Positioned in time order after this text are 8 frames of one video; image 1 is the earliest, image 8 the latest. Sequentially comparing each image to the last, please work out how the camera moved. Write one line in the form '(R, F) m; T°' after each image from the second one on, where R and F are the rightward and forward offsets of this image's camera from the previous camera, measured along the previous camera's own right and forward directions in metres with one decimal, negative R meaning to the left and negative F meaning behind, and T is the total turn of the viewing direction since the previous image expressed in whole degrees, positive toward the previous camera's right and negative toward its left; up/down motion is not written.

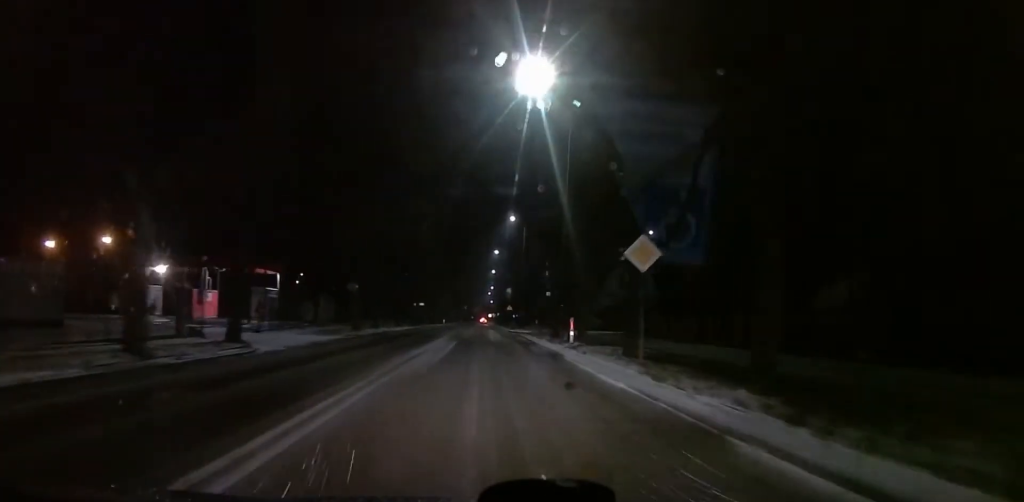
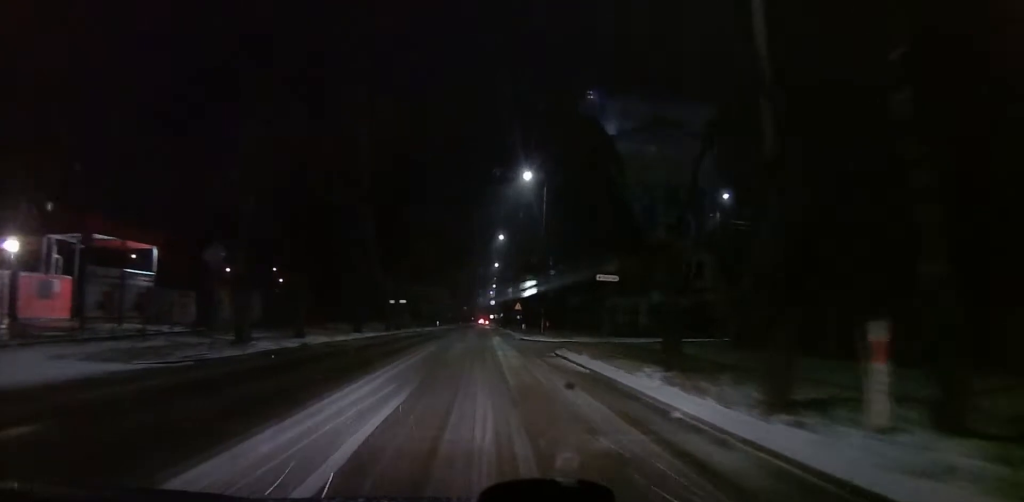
(-0.4, +18.9) m; -2°
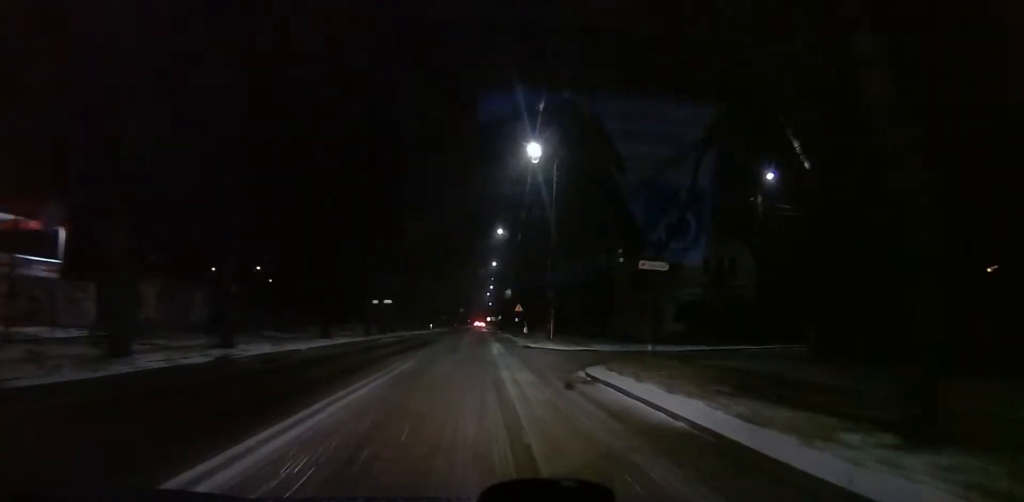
(-0.2, +7.7) m; 0°
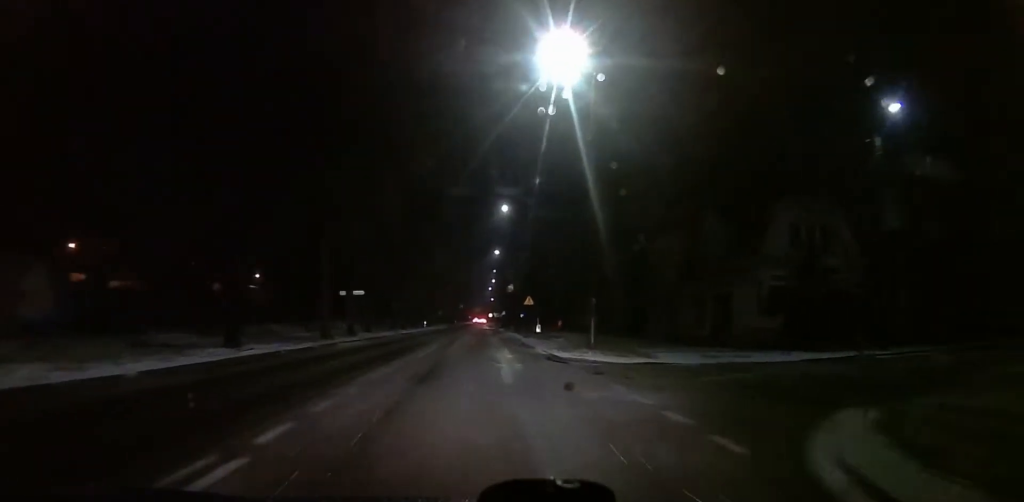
(+0.4, +12.3) m; +2°
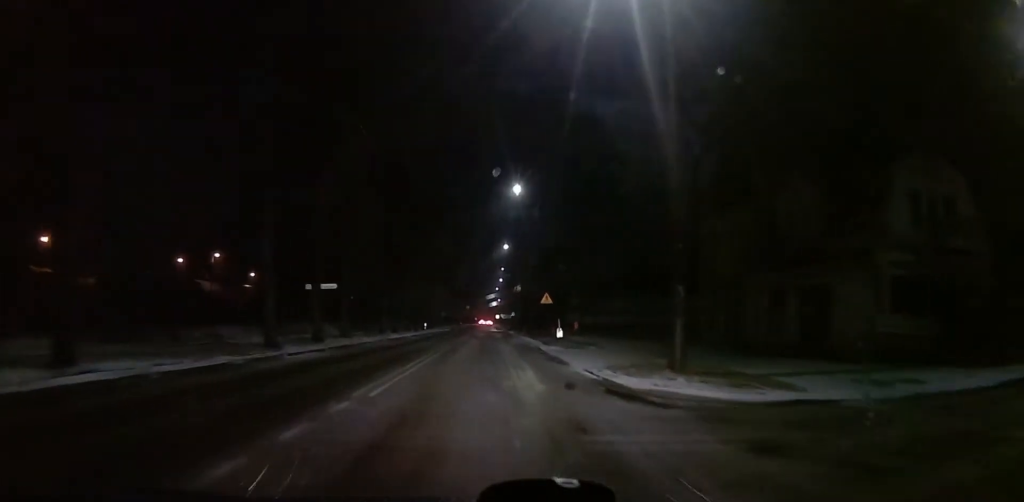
(0.0, +9.1) m; 0°
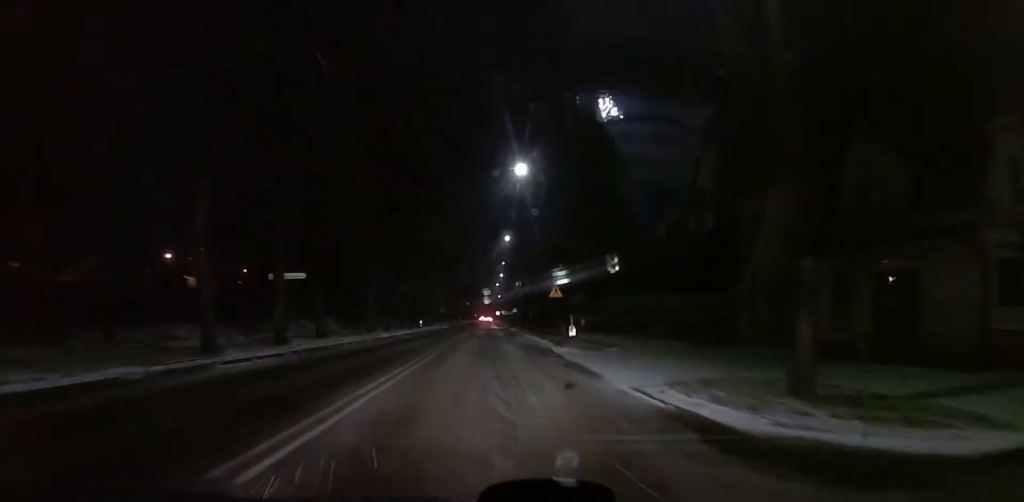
(0.0, +5.6) m; 0°
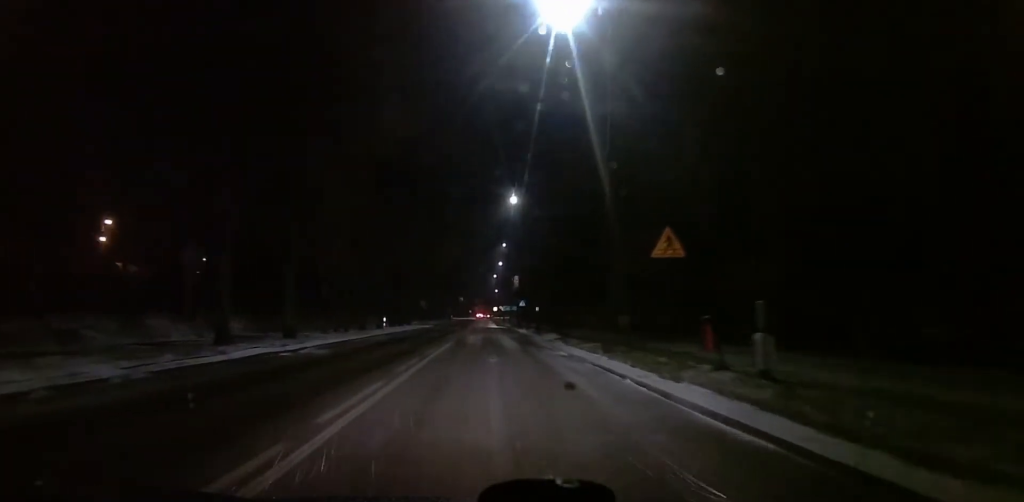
(0.0, +24.3) m; 0°
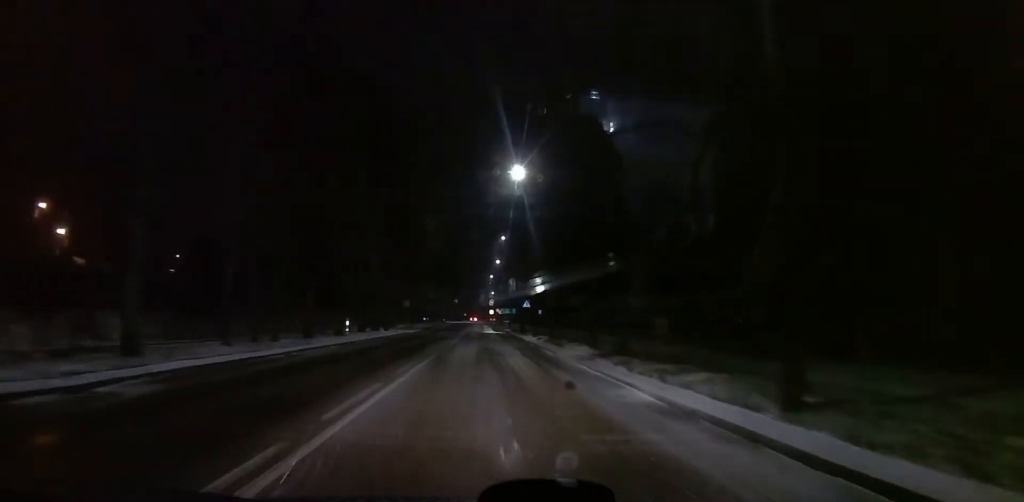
(0.0, +11.5) m; 0°
